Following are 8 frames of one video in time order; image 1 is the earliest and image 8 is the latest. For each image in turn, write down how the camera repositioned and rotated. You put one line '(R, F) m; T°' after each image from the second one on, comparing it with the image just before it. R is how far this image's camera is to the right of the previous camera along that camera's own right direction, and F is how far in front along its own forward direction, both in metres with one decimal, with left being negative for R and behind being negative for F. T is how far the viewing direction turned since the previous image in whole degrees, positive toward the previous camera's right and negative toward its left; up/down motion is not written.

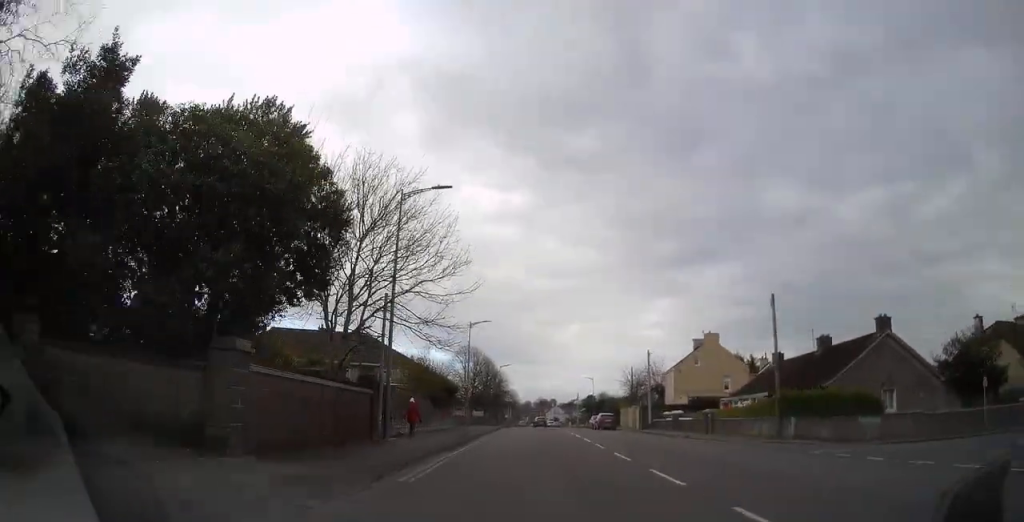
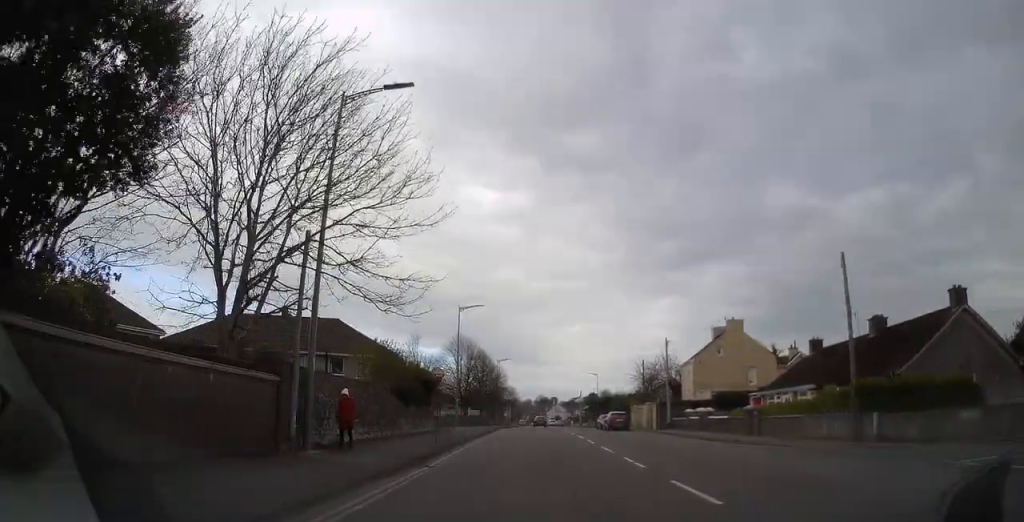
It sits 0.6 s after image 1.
(+0.2, +8.3) m; +1°
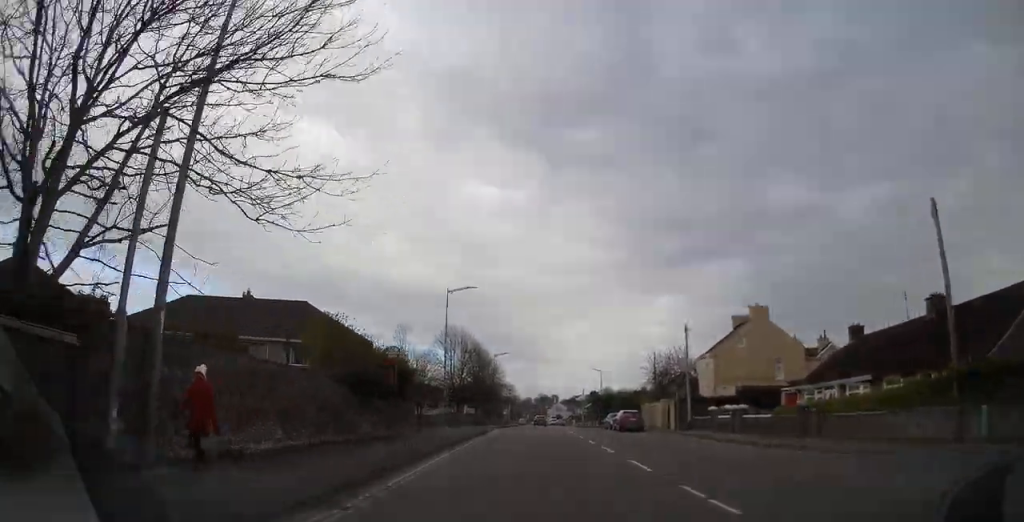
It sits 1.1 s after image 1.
(+0.1, +6.9) m; 0°
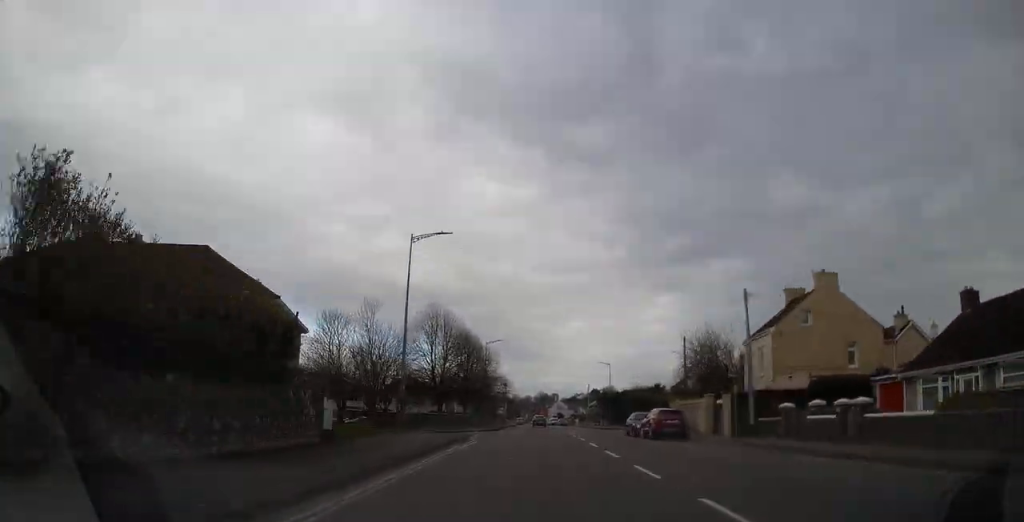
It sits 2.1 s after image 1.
(0.0, +13.2) m; 0°
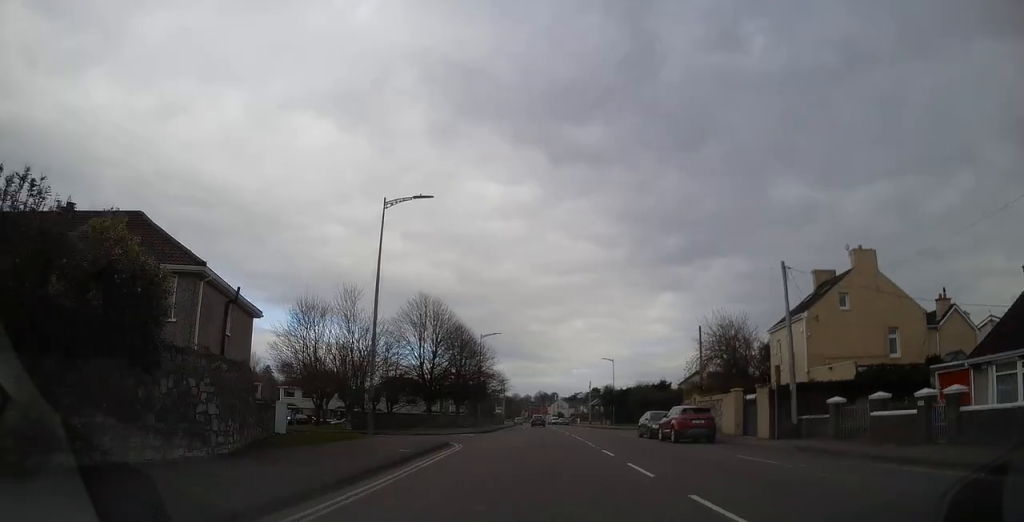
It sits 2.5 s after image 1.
(0.0, +5.4) m; 0°
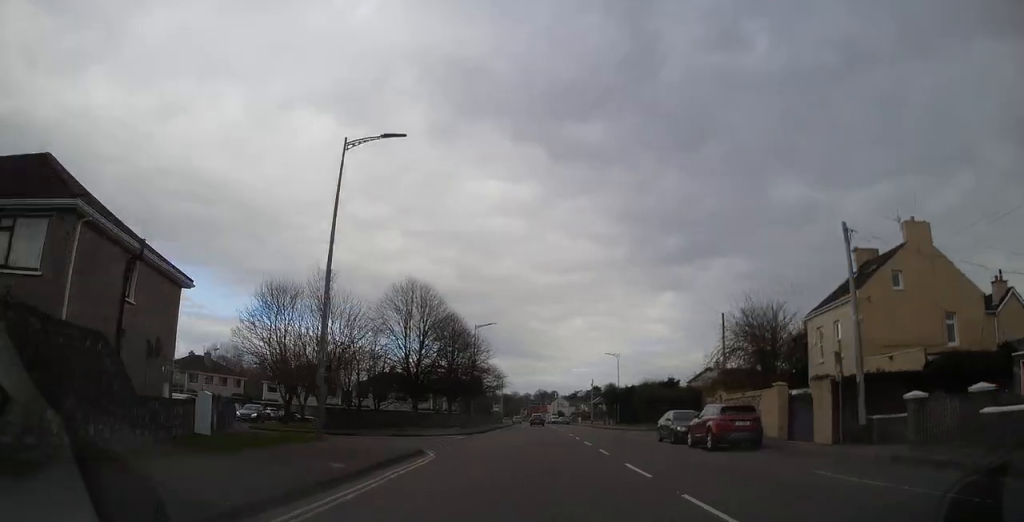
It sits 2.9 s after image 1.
(0.0, +5.9) m; 0°
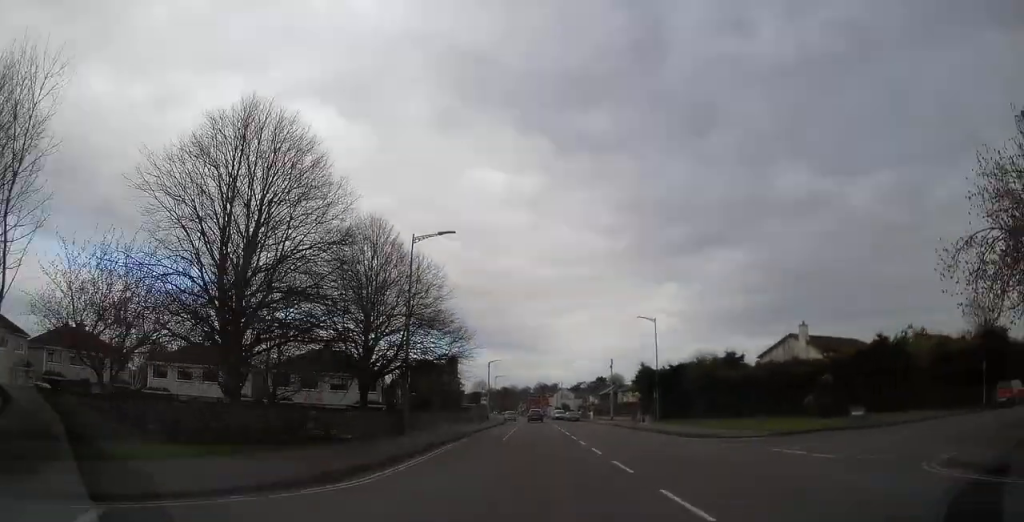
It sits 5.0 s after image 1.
(+0.1, +28.6) m; 0°
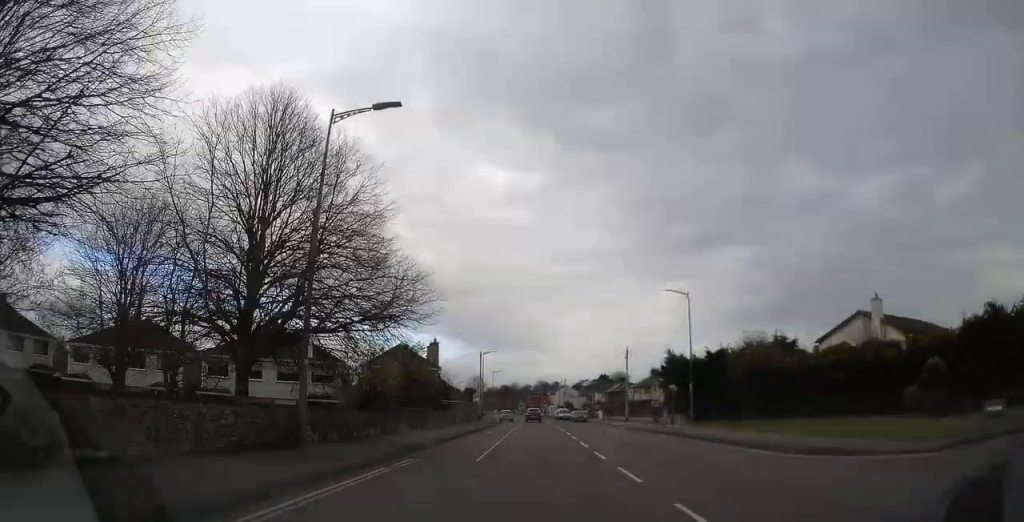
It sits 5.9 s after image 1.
(0.0, +12.8) m; 0°
